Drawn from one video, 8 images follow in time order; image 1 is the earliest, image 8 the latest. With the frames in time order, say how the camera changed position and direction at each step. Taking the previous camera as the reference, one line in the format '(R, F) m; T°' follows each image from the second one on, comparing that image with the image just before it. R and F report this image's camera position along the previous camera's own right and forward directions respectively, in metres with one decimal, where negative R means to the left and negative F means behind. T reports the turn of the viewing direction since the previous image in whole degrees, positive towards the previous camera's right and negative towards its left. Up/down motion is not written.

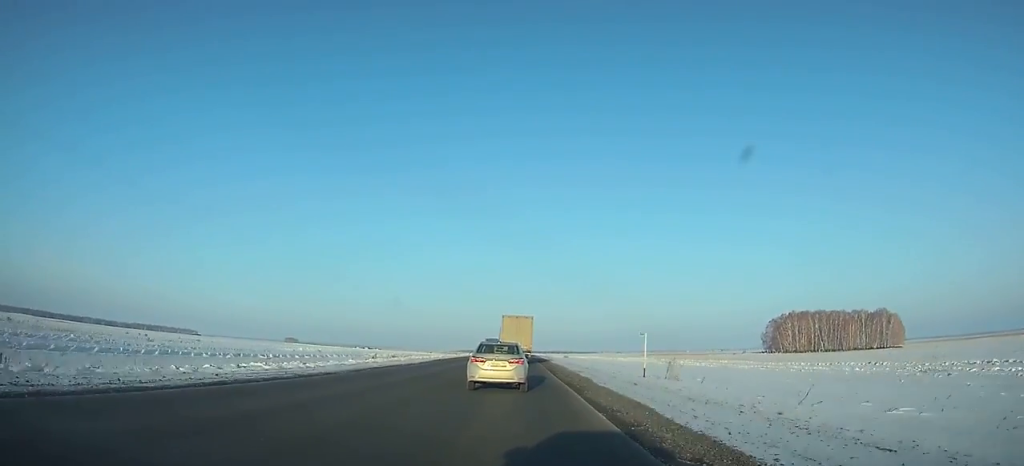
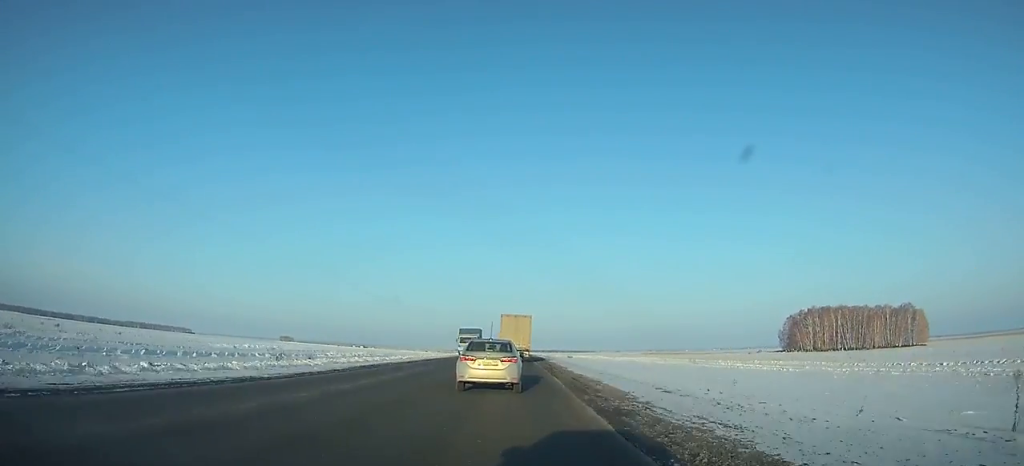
(+0.1, +26.5) m; 0°
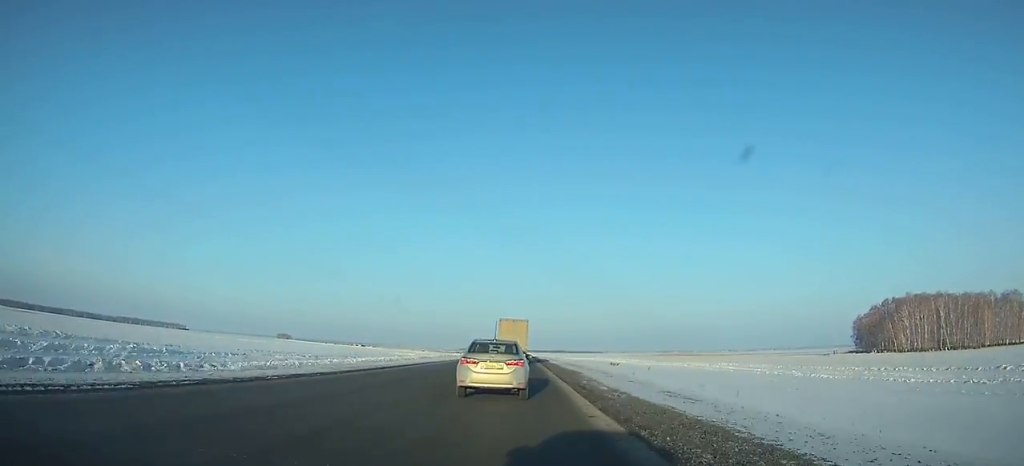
(-0.4, +75.5) m; 0°
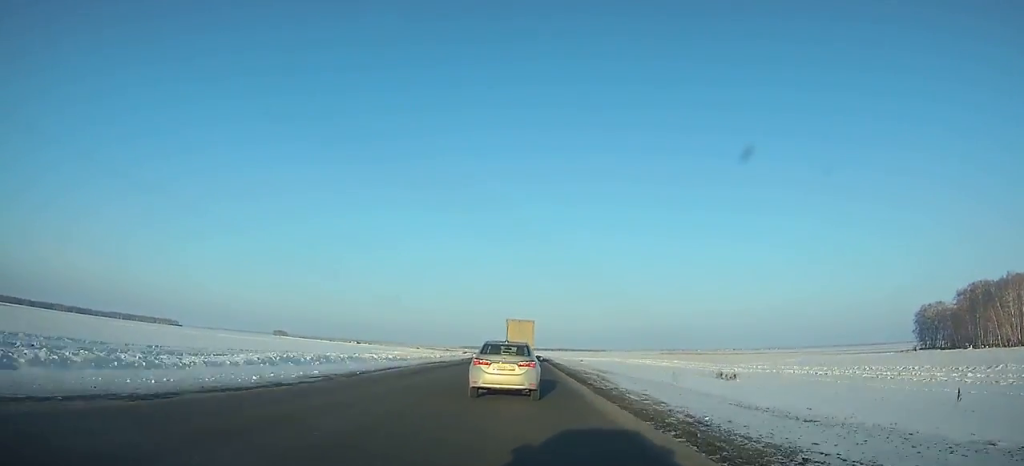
(0.0, +56.0) m; 0°
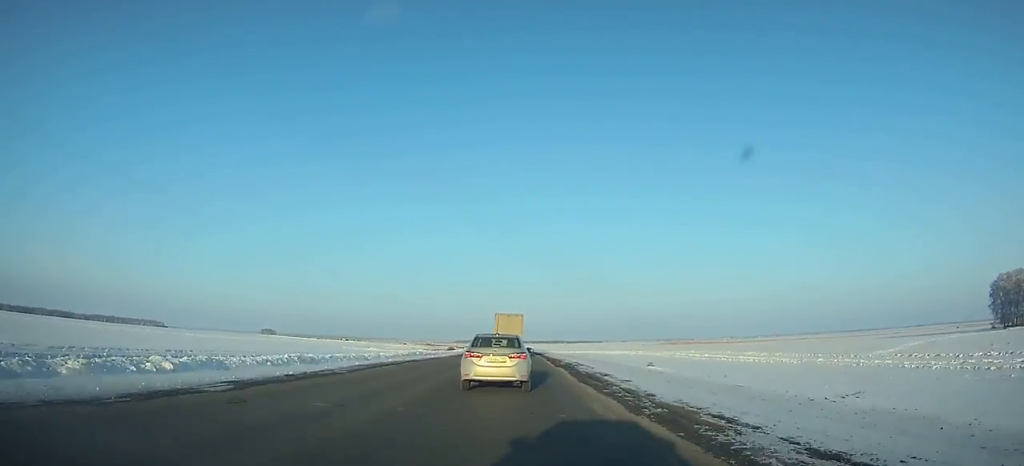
(0.0, +55.8) m; 0°
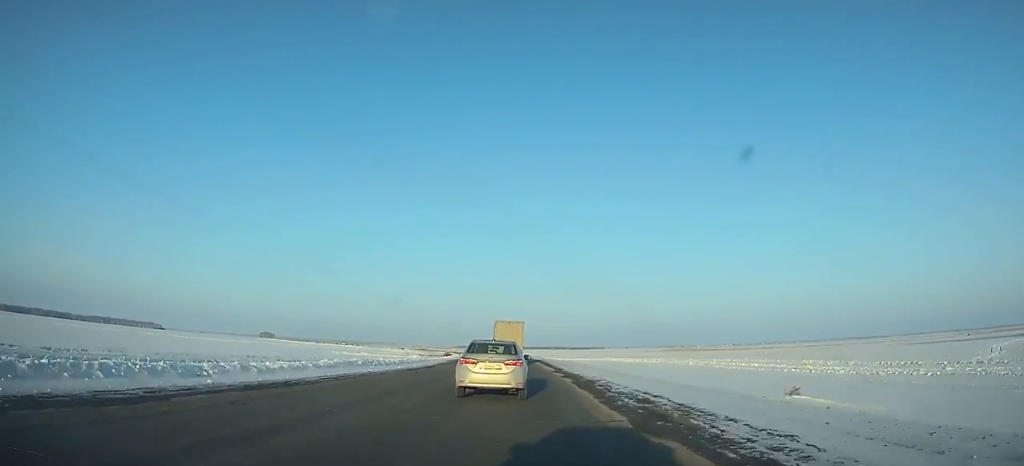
(0.0, +22.6) m; 0°
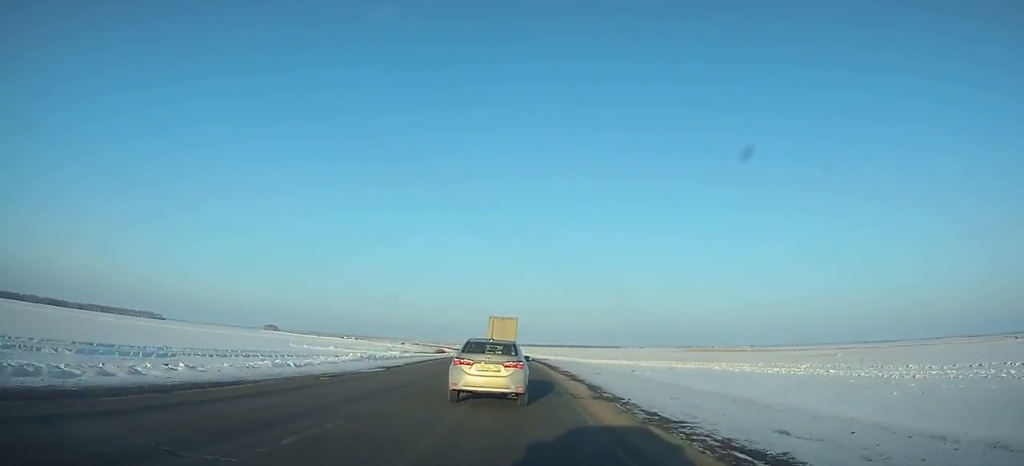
(-0.9, +76.8) m; -2°
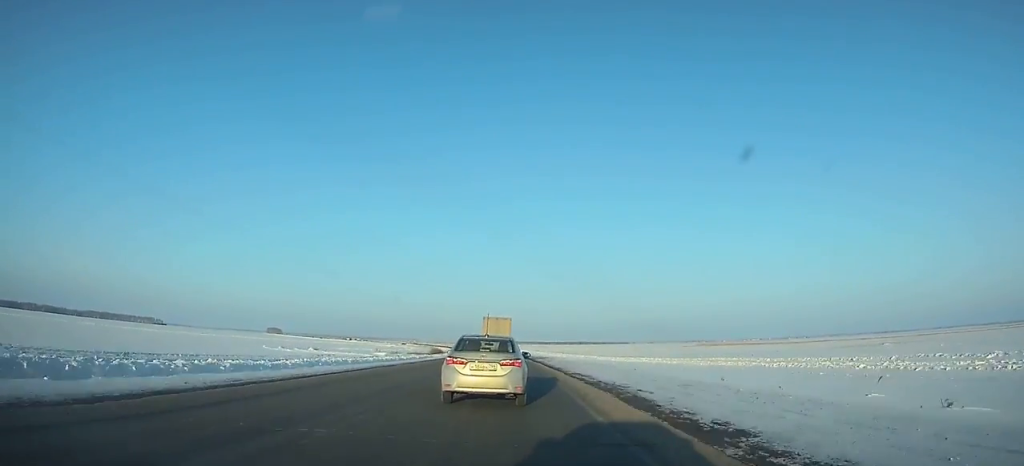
(-0.2, +35.3) m; -1°
